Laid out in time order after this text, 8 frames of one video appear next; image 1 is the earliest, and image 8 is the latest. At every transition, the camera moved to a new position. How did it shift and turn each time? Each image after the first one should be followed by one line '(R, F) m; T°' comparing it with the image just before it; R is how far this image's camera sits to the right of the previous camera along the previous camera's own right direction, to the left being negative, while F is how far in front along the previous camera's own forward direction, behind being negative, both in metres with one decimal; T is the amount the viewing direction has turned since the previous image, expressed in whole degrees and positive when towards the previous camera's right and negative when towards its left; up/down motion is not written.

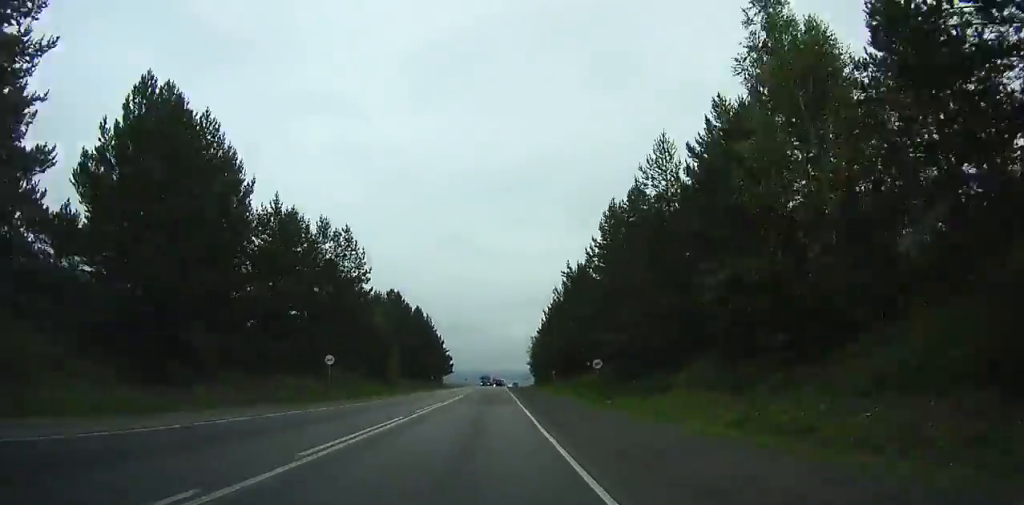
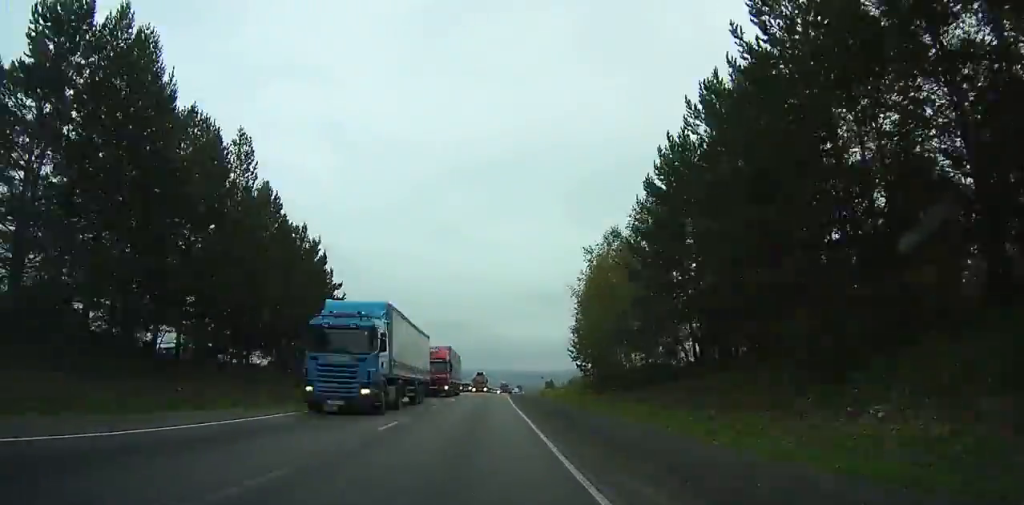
(+1.3, +86.3) m; +2°
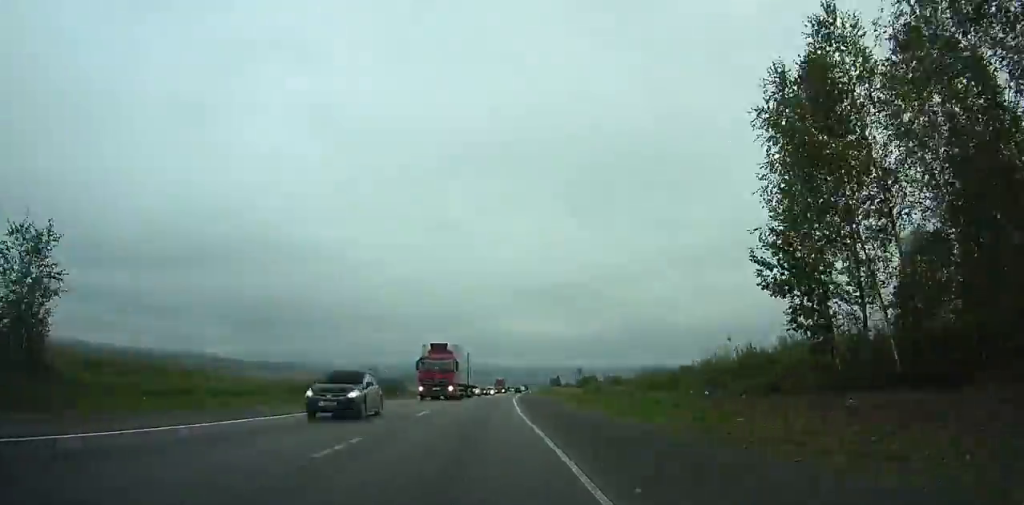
(+0.2, +40.7) m; +1°
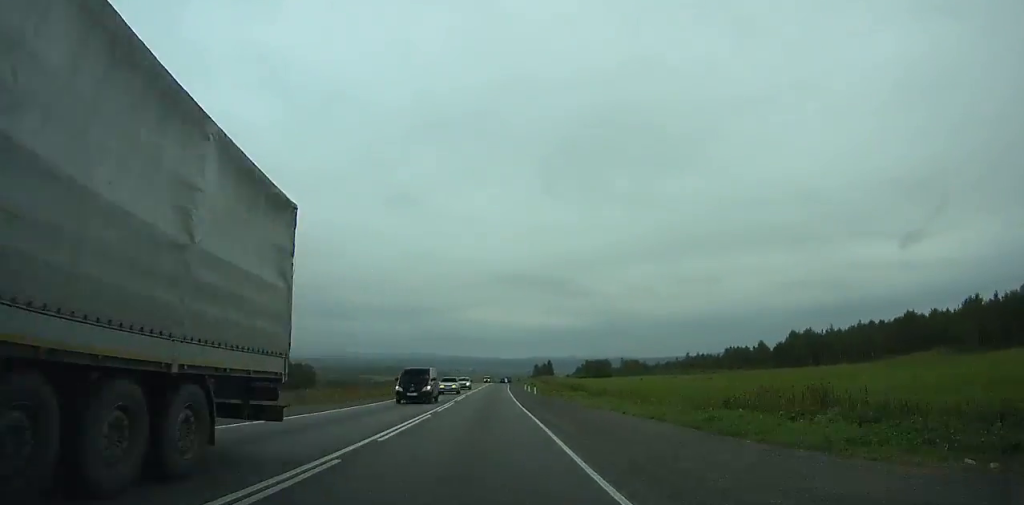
(+1.1, +95.0) m; +2°
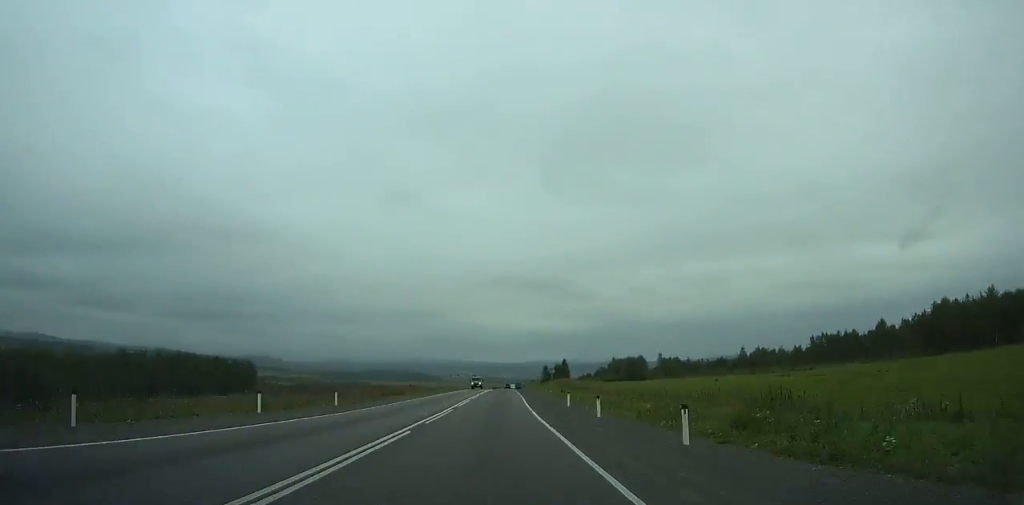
(+0.5, +42.4) m; +1°
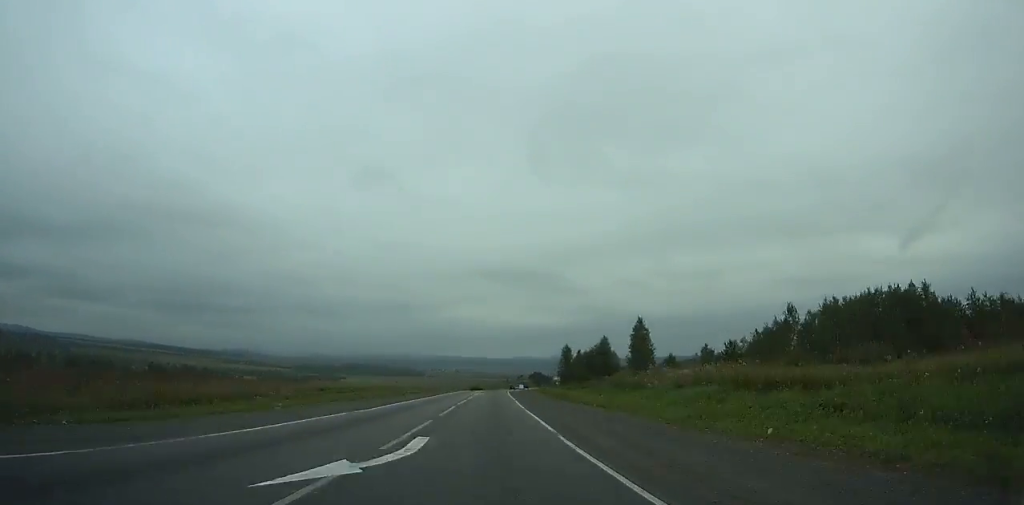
(+0.8, +96.8) m; +1°
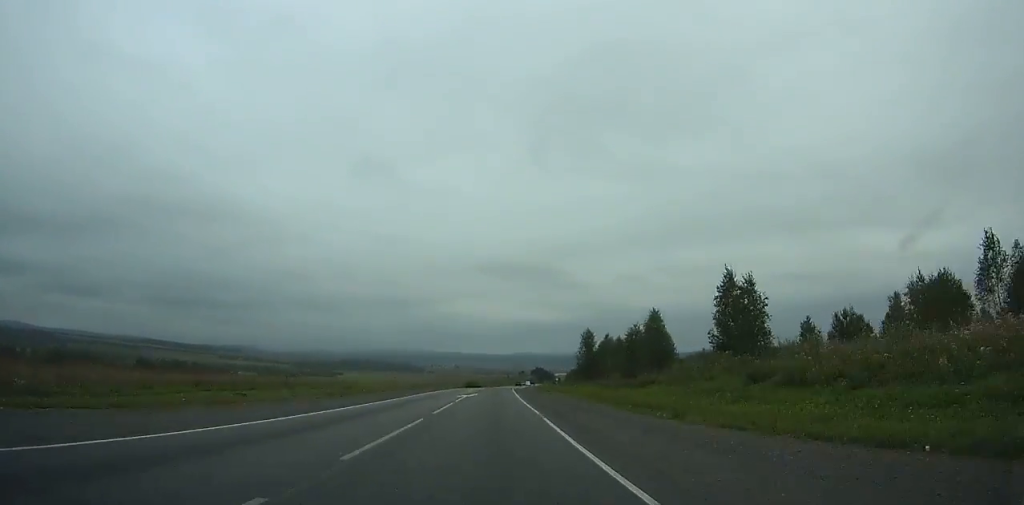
(+0.1, +26.4) m; 0°
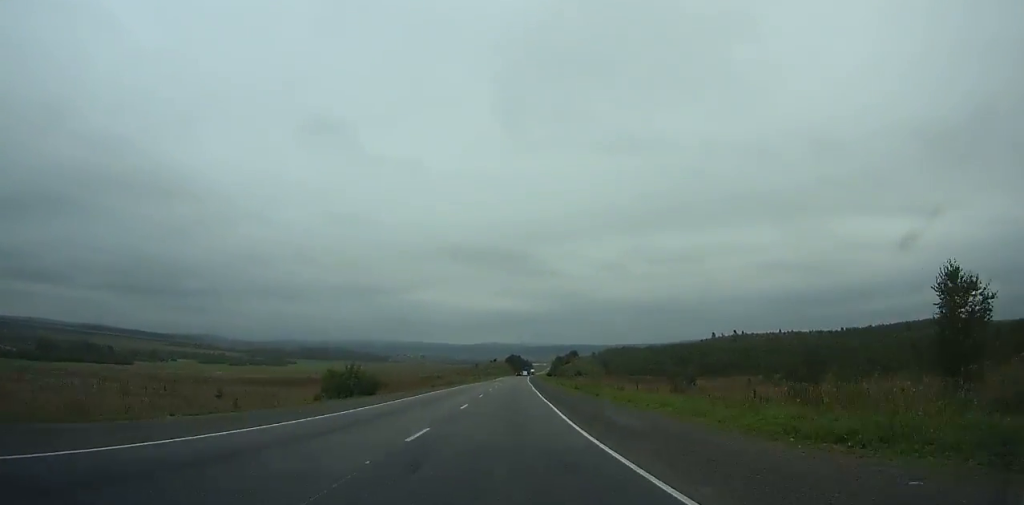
(+2.5, +119.1) m; +3°
